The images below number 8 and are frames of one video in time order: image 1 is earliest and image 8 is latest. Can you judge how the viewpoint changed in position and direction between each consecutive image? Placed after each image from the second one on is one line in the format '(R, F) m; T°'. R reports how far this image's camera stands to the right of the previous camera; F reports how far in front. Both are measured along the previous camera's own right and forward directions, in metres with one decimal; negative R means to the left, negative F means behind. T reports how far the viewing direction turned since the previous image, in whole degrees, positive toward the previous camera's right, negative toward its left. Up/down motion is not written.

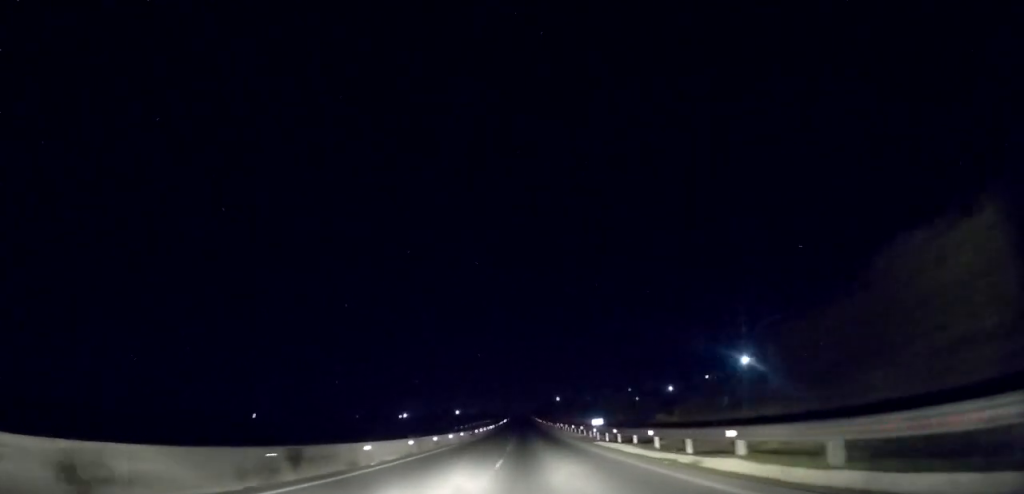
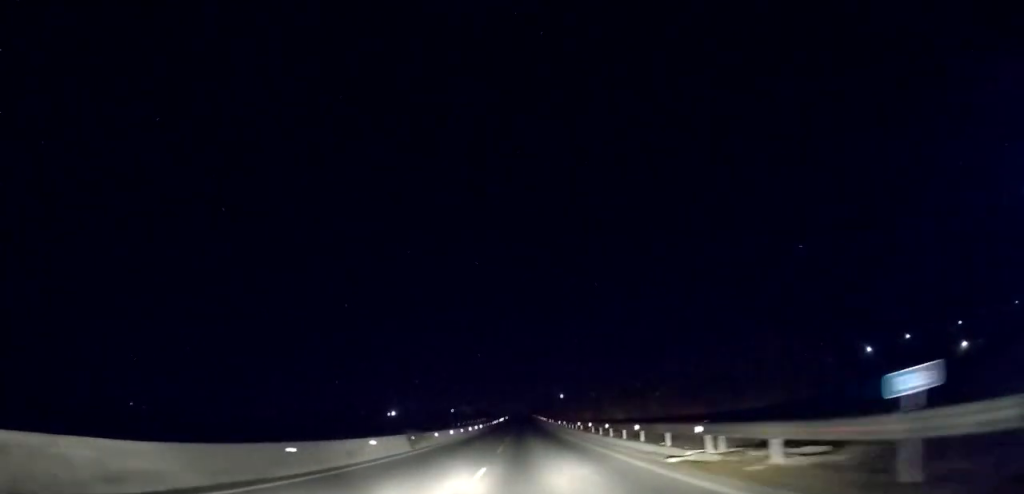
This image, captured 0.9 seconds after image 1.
(0.0, +29.8) m; 0°
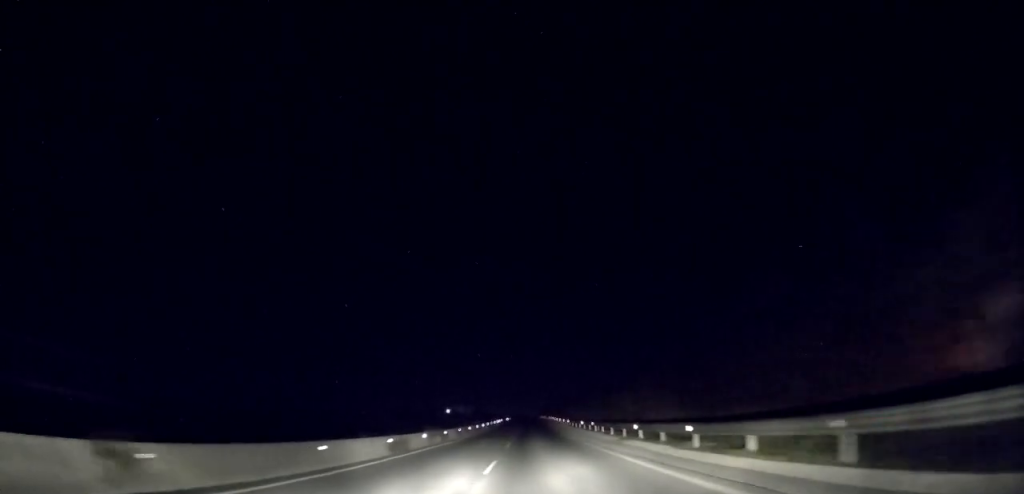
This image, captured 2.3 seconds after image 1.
(-0.1, +46.0) m; 0°
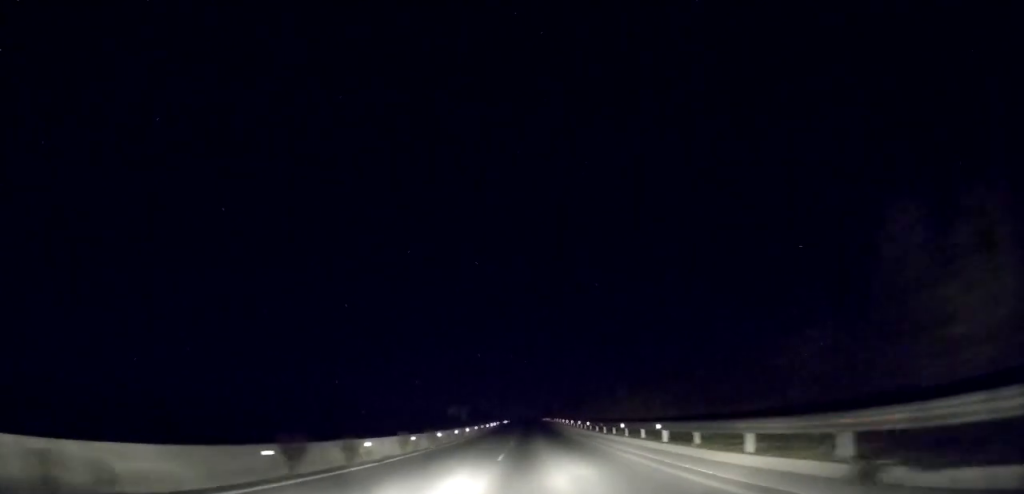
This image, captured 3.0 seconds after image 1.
(+0.3, +19.5) m; 0°
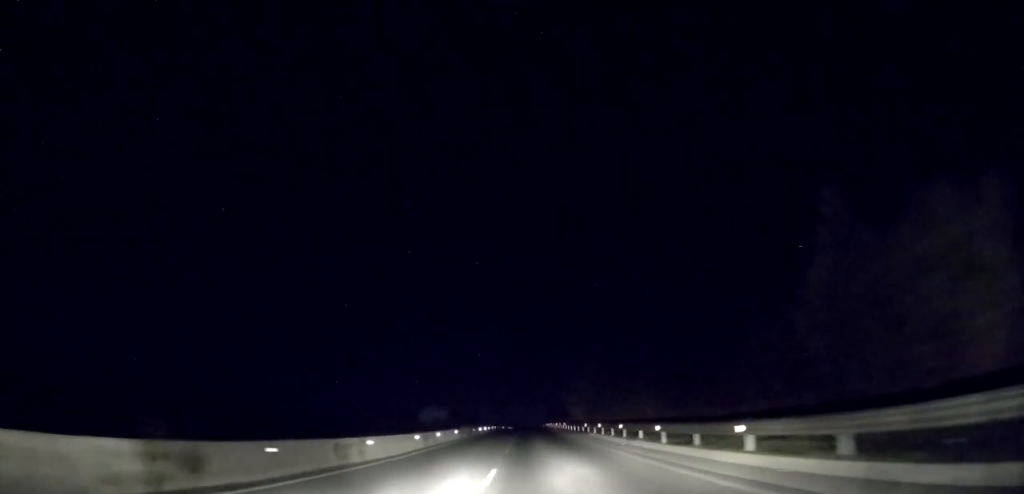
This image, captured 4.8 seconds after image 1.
(-0.5, +55.2) m; 0°
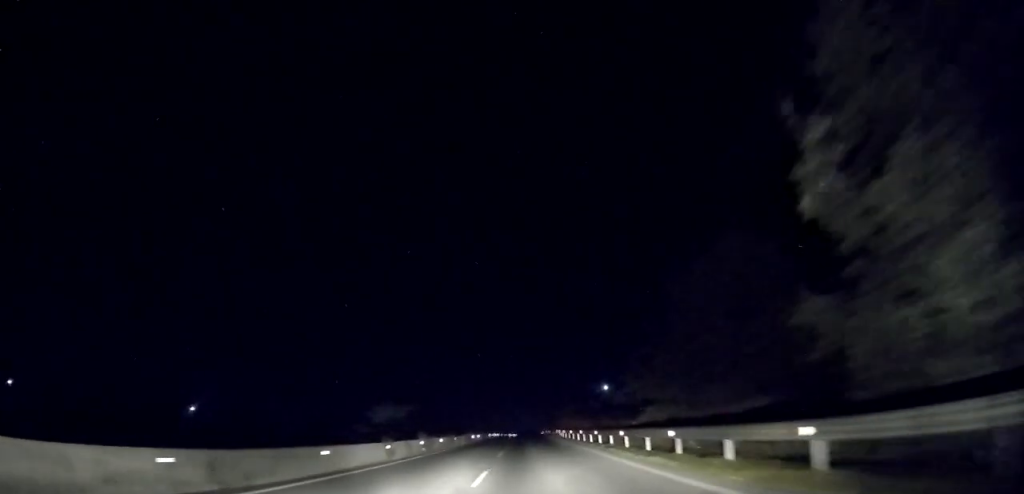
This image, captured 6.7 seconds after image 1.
(+0.2, +59.7) m; -1°
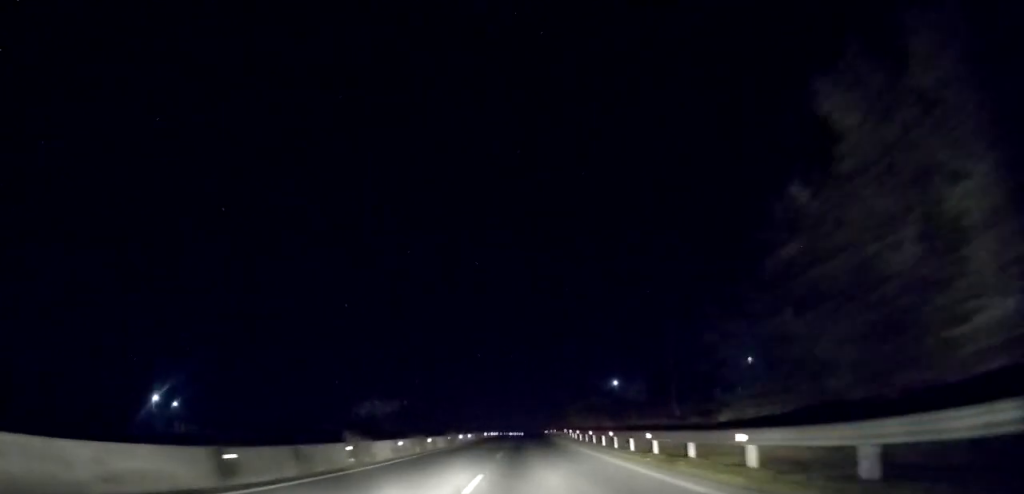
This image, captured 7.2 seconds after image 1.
(-0.1, +13.4) m; 0°
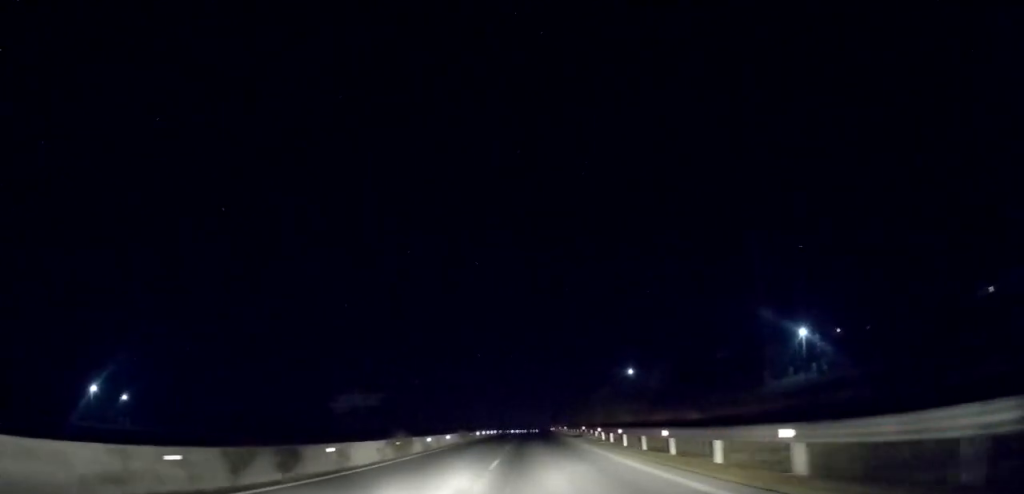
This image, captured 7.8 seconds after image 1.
(0.0, +17.6) m; 0°
